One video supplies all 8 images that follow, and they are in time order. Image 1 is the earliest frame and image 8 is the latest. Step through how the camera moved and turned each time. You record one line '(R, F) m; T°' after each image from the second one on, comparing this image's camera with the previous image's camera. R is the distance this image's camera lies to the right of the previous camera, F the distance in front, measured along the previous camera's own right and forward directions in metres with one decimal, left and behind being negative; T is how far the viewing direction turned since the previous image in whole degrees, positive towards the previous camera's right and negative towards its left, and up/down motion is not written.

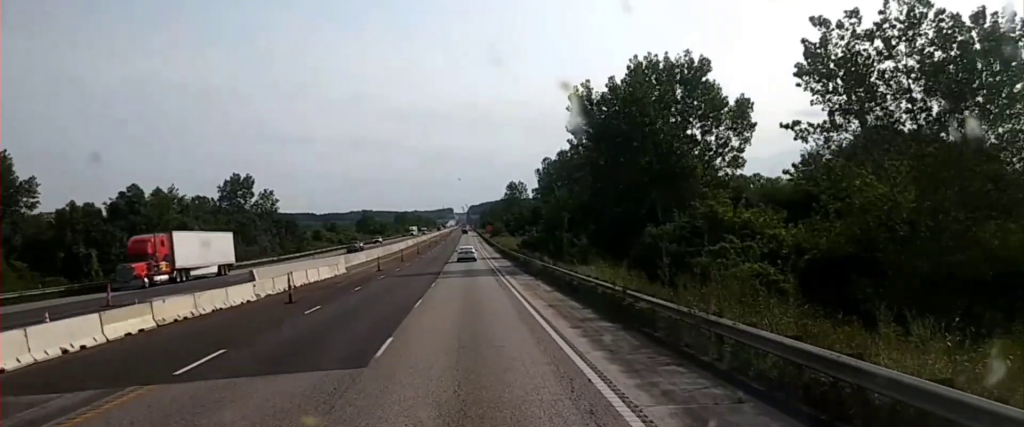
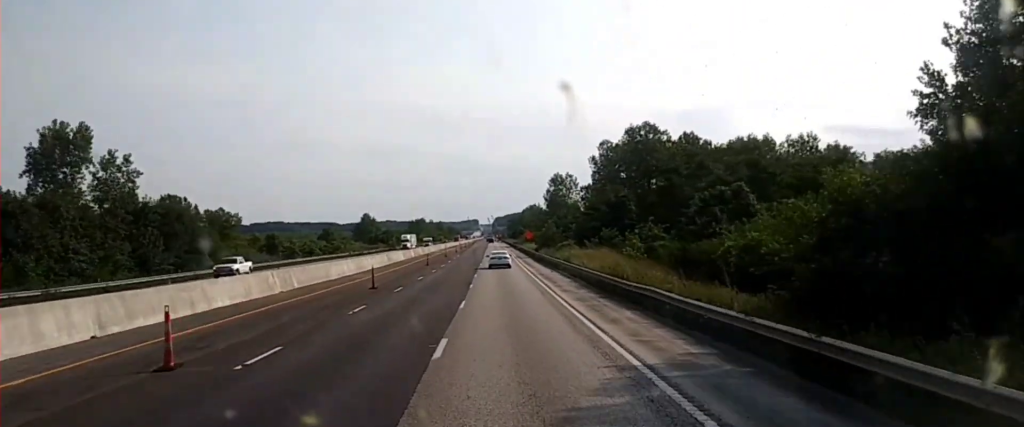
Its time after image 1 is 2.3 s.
(+0.4, +73.8) m; -1°
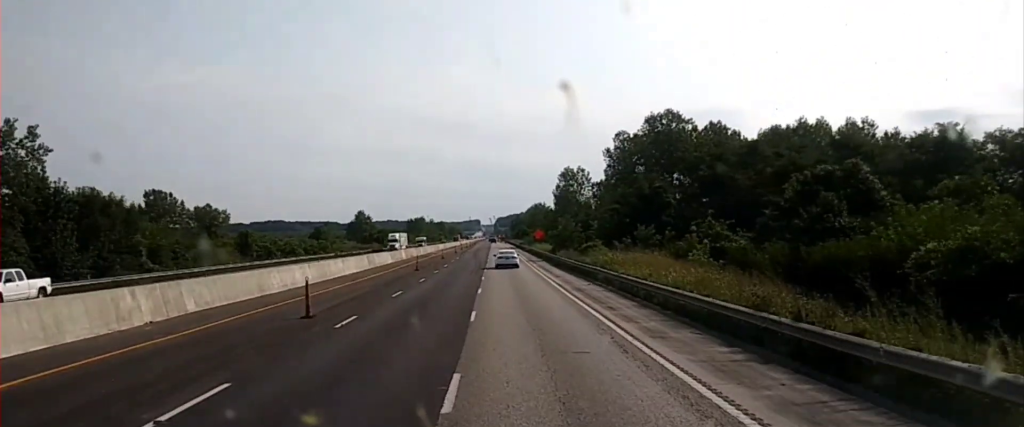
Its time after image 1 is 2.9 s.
(0.0, +18.4) m; -1°
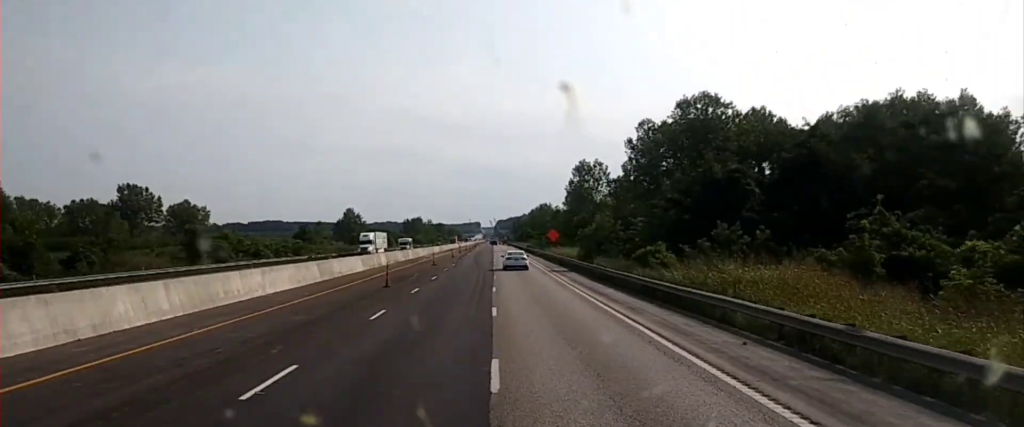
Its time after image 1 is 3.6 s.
(-0.2, +21.0) m; -1°
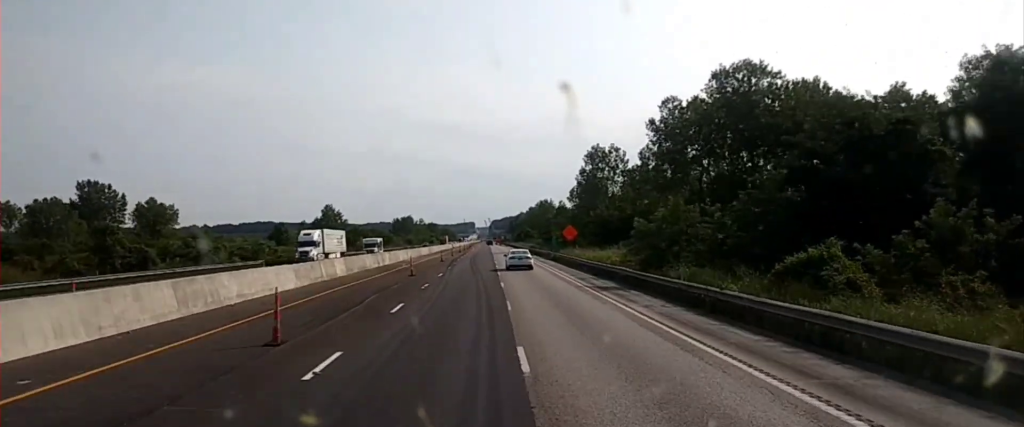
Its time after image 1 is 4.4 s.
(-0.5, +25.6) m; -1°
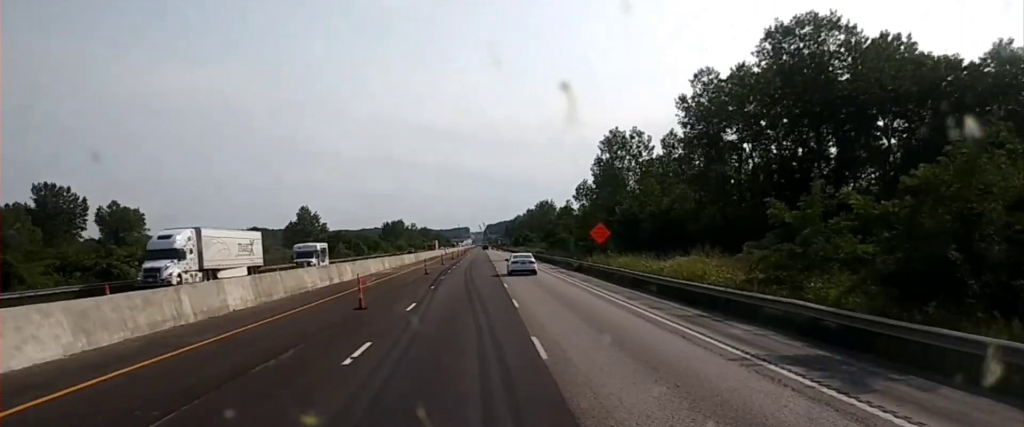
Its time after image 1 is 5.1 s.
(0.0, +22.5) m; +1°
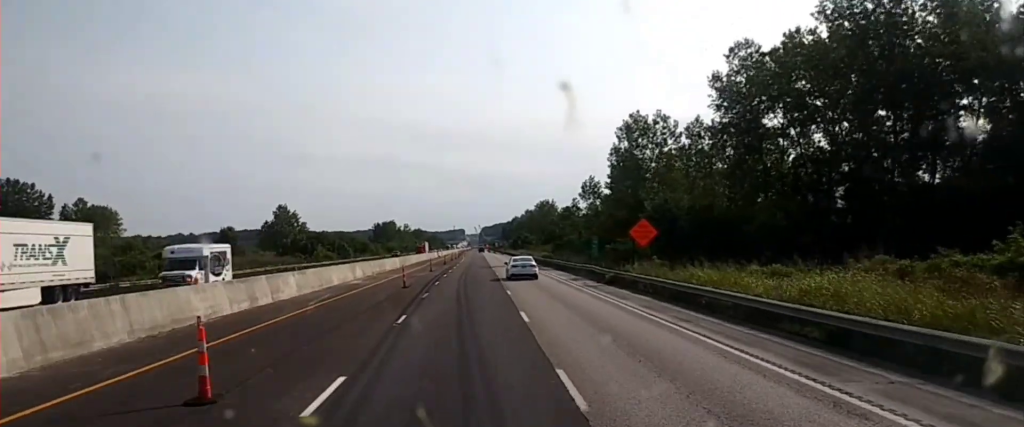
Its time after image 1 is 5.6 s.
(+0.1, +19.1) m; +1°
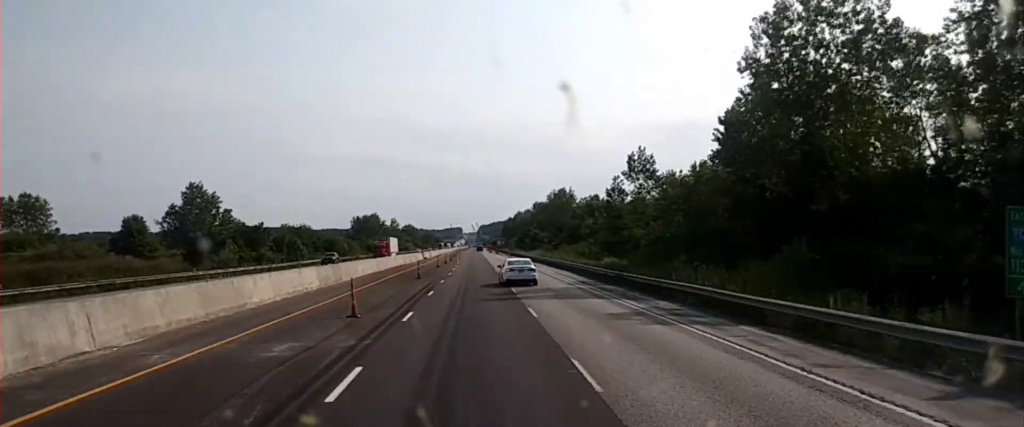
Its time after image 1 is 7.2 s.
(+1.5, +53.6) m; +3°
